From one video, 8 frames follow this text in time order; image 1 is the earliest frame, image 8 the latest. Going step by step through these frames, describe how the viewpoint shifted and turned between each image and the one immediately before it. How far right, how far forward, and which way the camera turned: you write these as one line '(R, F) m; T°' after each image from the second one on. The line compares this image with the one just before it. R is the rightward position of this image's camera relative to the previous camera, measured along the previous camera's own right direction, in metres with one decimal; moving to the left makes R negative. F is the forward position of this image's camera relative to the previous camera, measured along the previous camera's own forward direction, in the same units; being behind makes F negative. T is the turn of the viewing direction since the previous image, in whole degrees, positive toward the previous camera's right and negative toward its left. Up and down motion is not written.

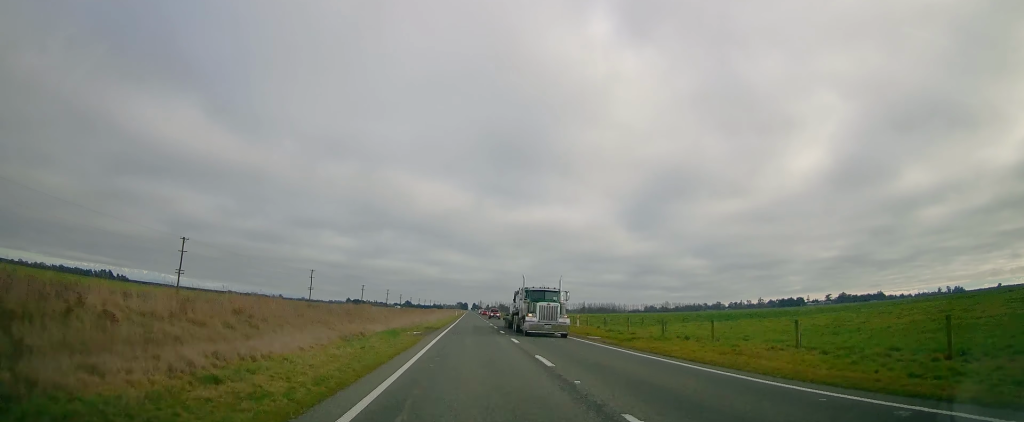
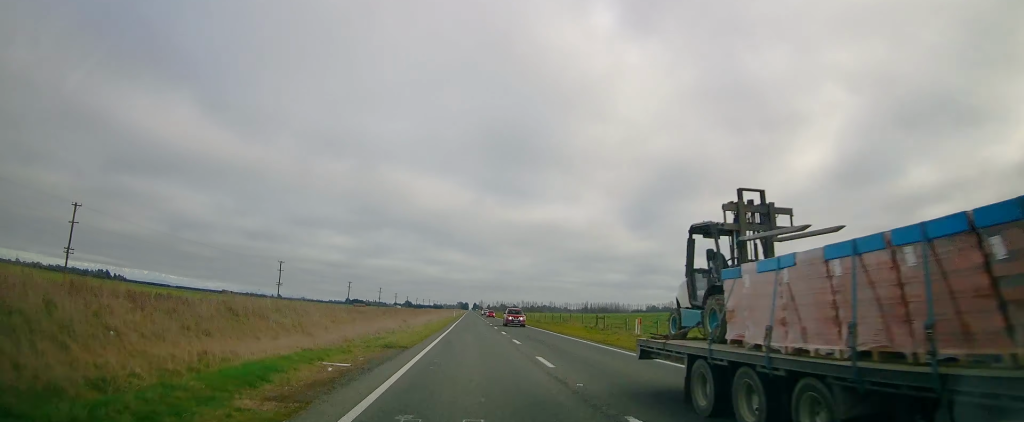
(-0.8, +20.2) m; 0°
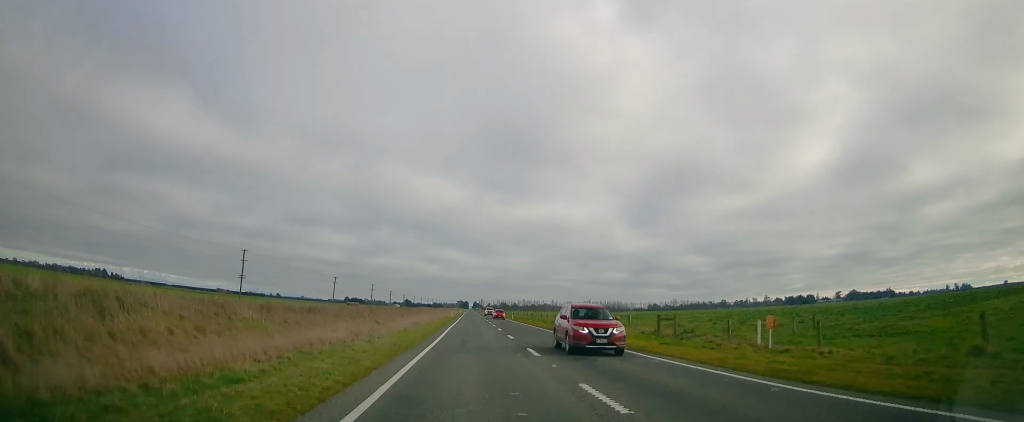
(+0.5, +16.5) m; +1°
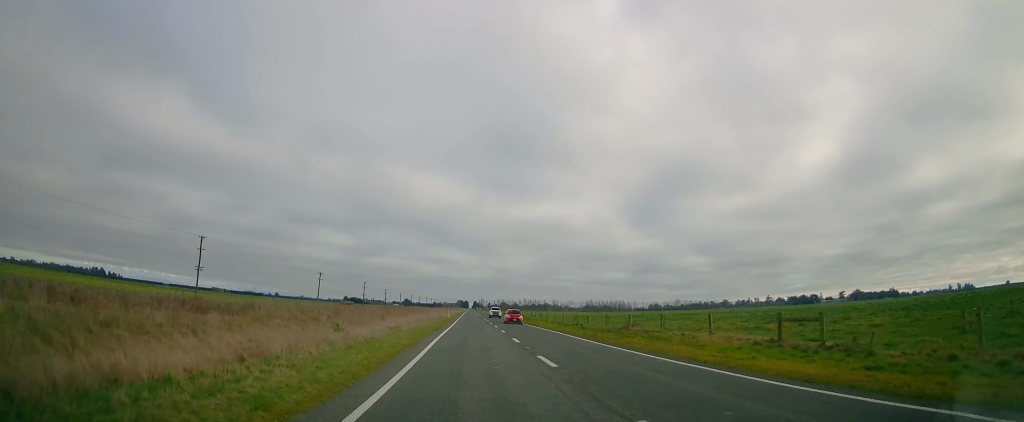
(+0.3, +13.7) m; +1°
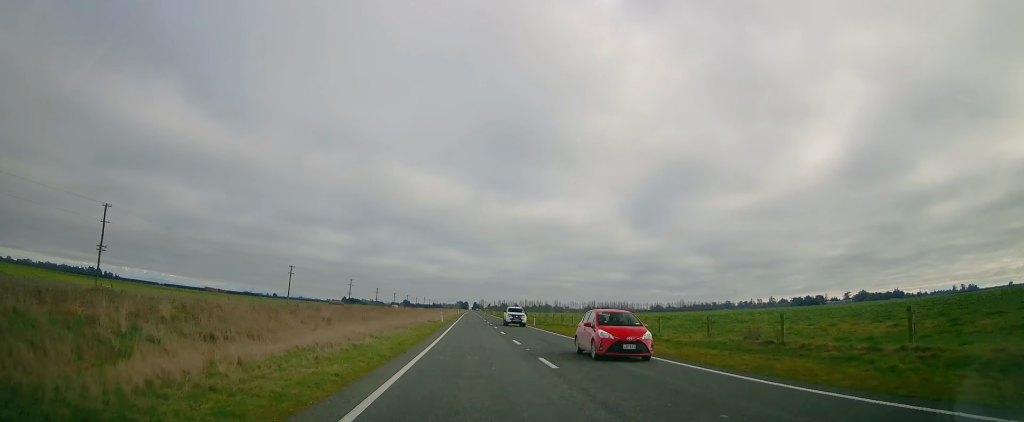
(0.0, +20.1) m; -1°
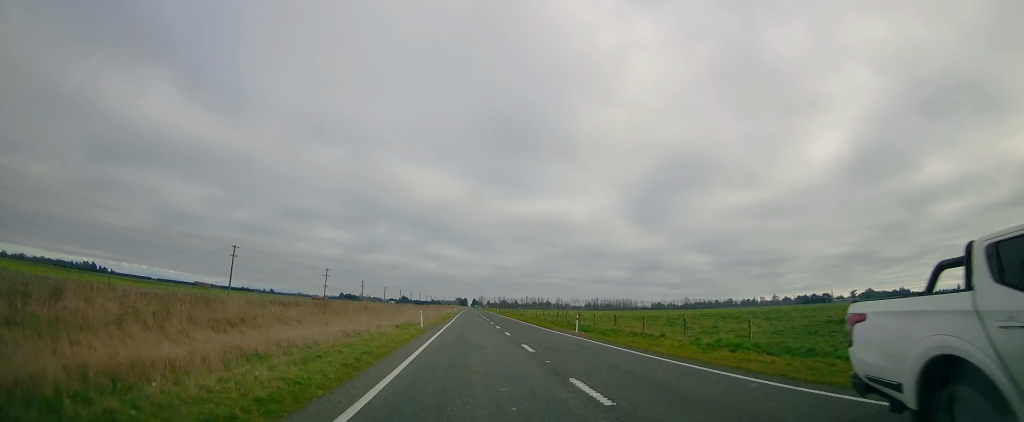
(-0.2, +25.6) m; -1°
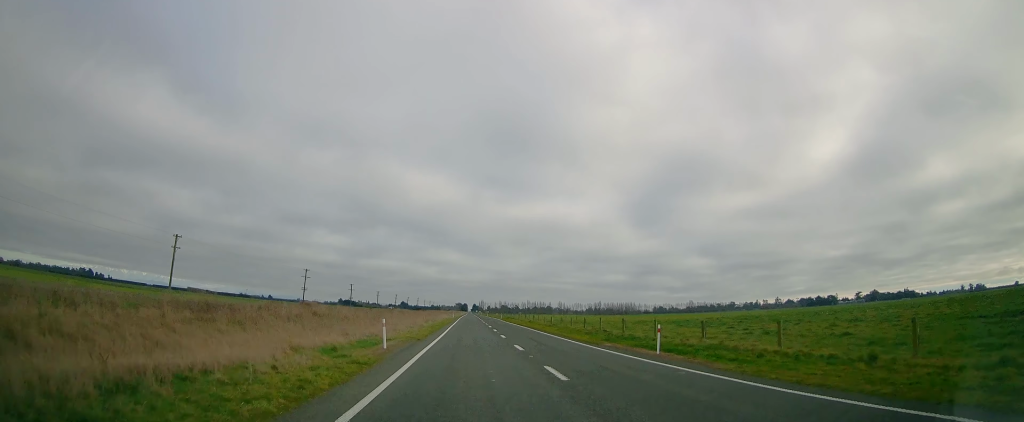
(-0.1, +16.5) m; 0°
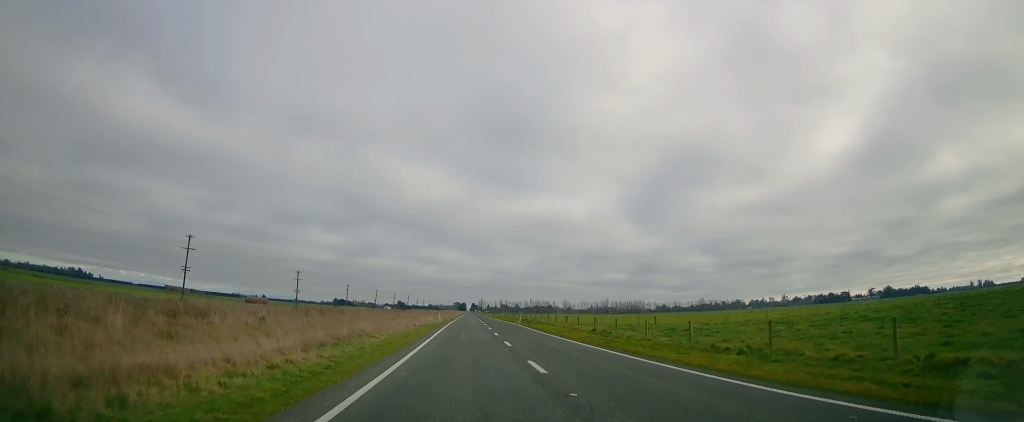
(+0.7, +48.6) m; +2°
